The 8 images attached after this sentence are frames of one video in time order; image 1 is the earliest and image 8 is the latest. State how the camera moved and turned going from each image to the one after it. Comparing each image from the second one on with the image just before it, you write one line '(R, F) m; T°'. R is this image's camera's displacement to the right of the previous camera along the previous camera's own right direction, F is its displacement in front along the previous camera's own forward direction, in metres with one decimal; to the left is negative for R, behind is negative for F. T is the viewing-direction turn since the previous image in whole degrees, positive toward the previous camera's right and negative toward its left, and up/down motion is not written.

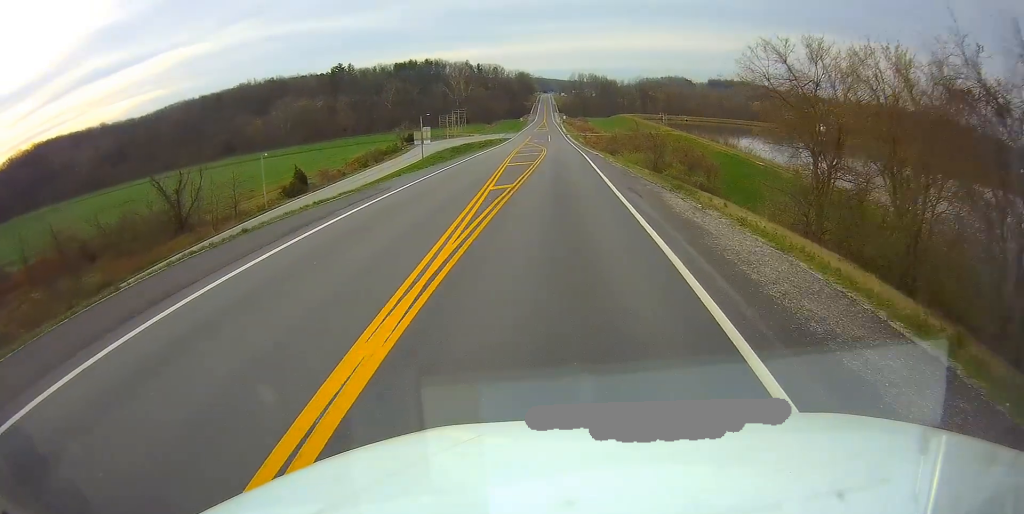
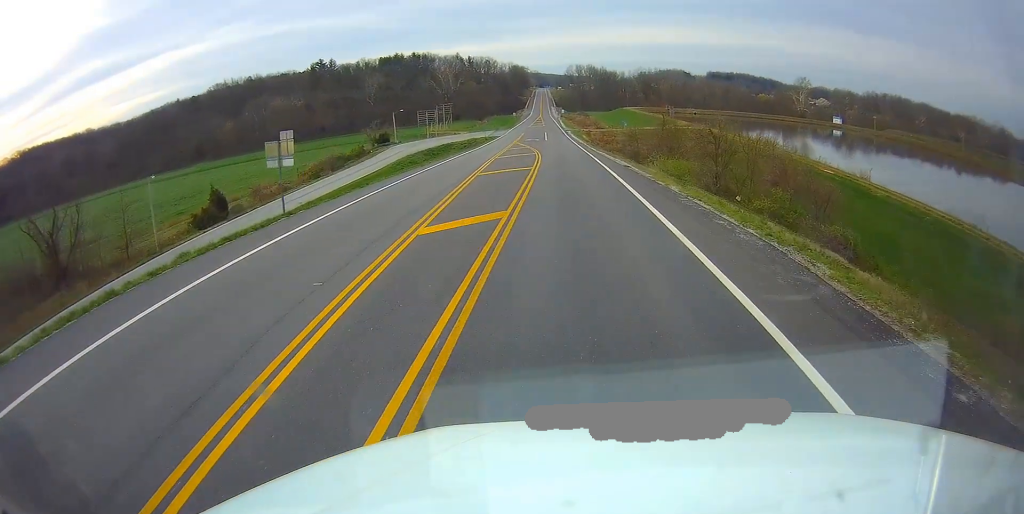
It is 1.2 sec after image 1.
(+0.1, +24.4) m; +1°
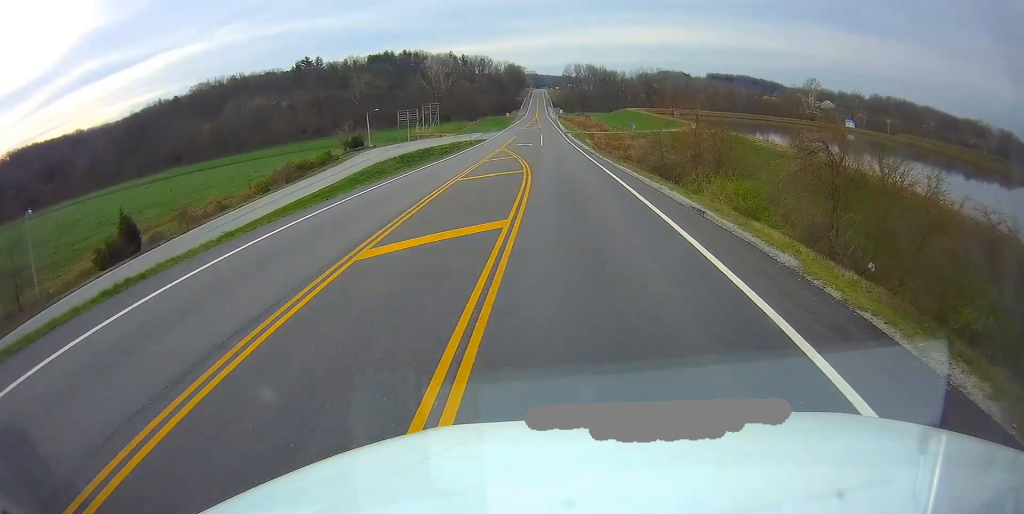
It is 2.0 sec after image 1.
(+0.2, +17.1) m; +1°
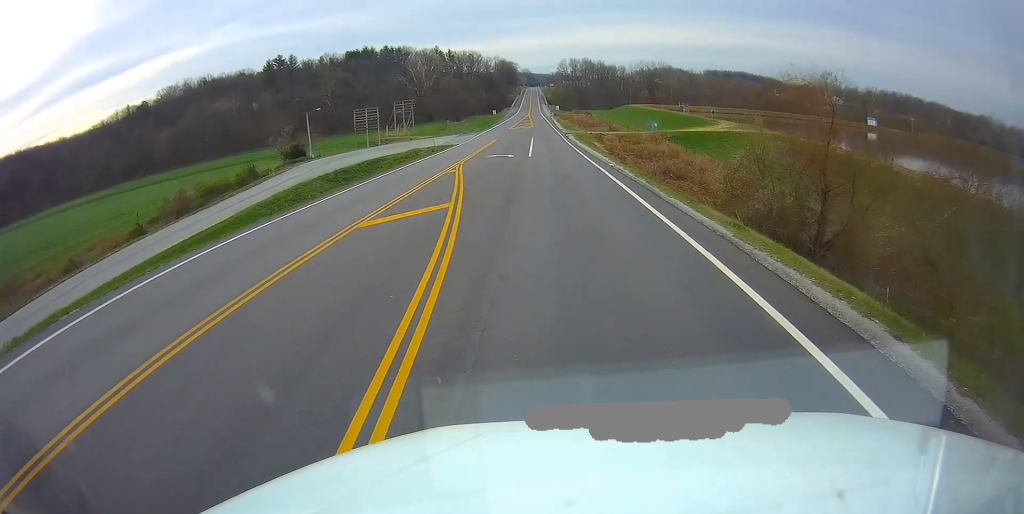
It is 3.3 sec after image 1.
(0.0, +26.8) m; -1°
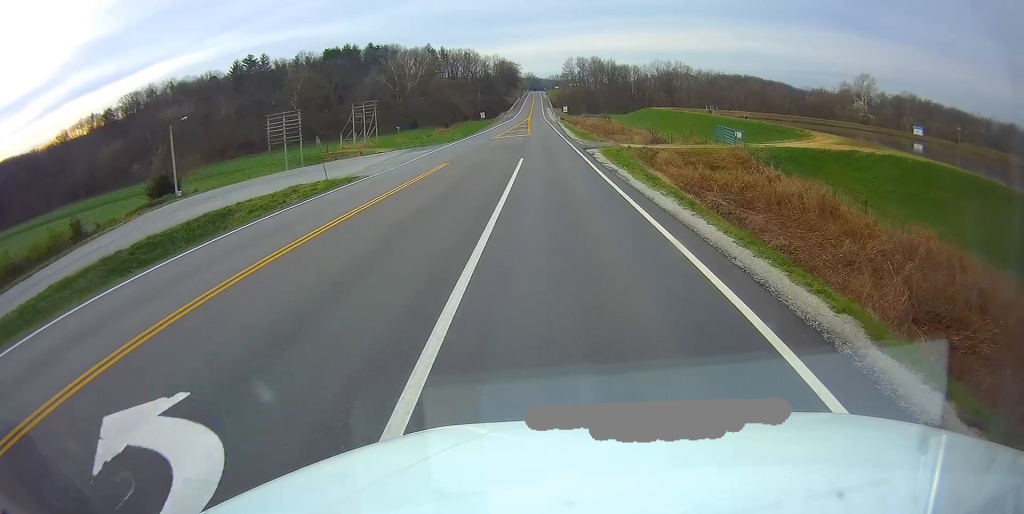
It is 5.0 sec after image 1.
(-0.2, +35.6) m; 0°
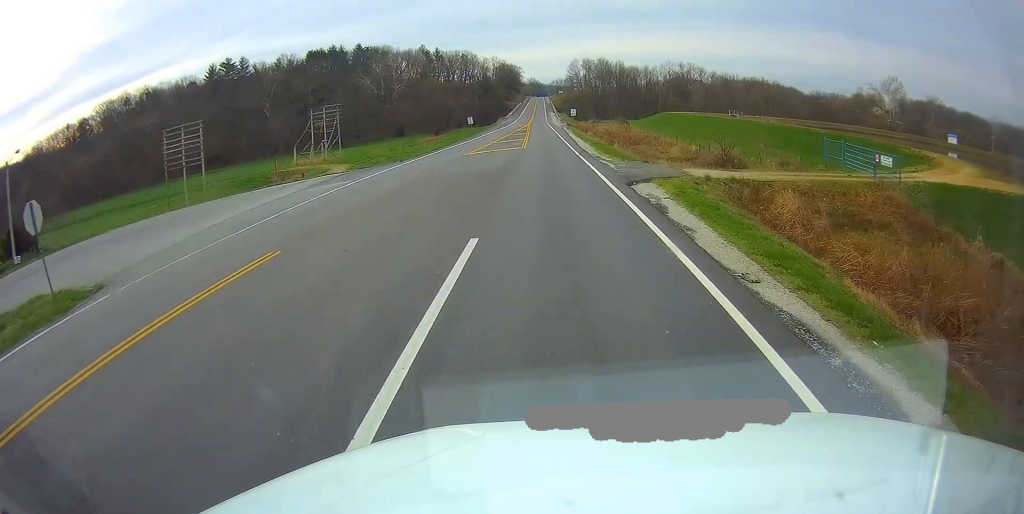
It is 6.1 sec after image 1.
(-0.1, +22.4) m; 0°
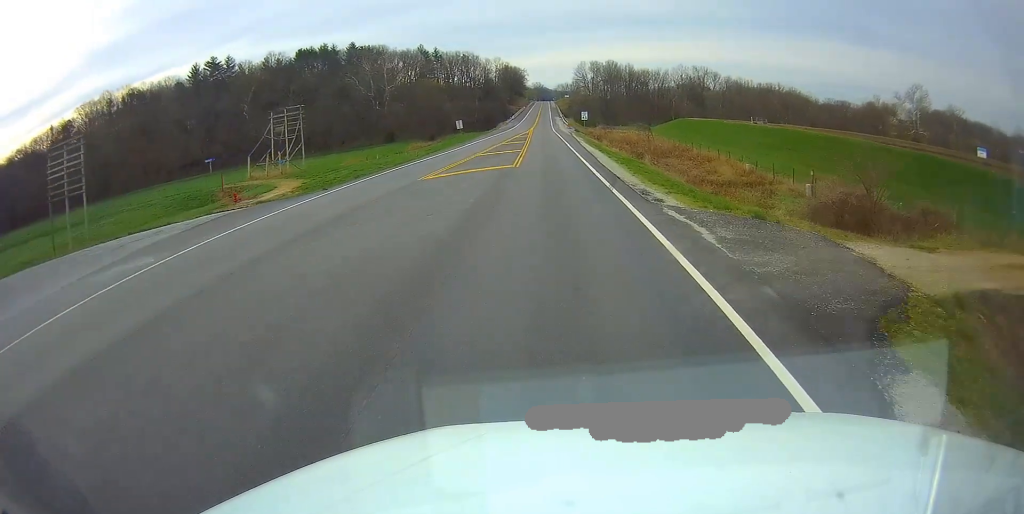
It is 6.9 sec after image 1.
(-0.1, +16.0) m; 0°
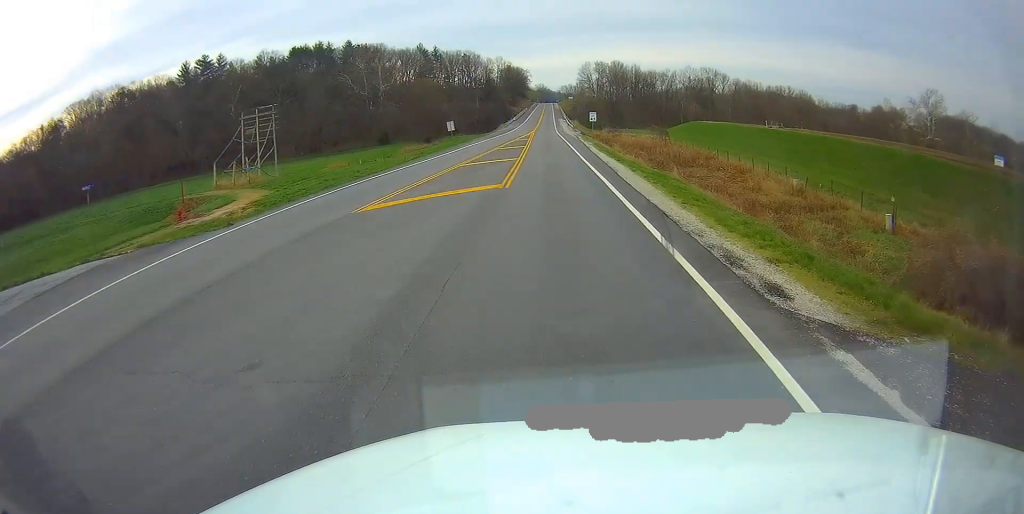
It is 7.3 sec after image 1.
(+0.3, +9.0) m; 0°
